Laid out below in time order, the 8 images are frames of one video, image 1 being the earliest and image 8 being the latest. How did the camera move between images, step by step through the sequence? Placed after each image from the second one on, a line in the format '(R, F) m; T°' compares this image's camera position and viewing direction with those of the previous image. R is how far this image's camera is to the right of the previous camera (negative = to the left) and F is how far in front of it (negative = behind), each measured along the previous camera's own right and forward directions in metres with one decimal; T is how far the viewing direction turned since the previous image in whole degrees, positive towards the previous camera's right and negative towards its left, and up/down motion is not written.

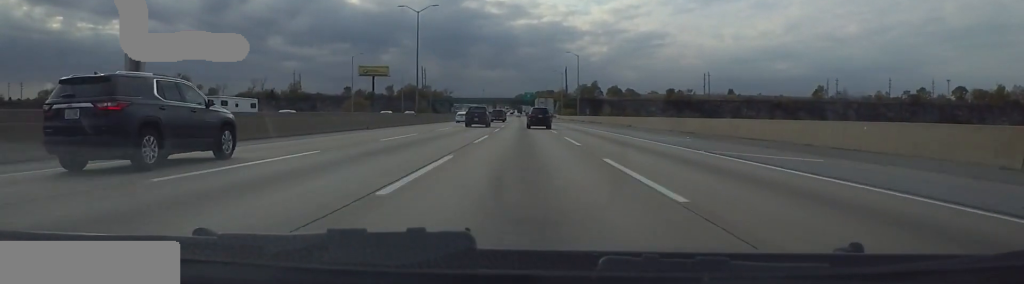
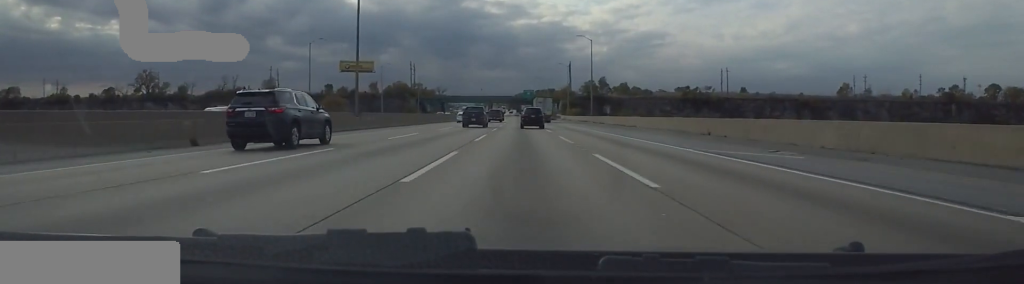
(0.0, +28.8) m; 0°
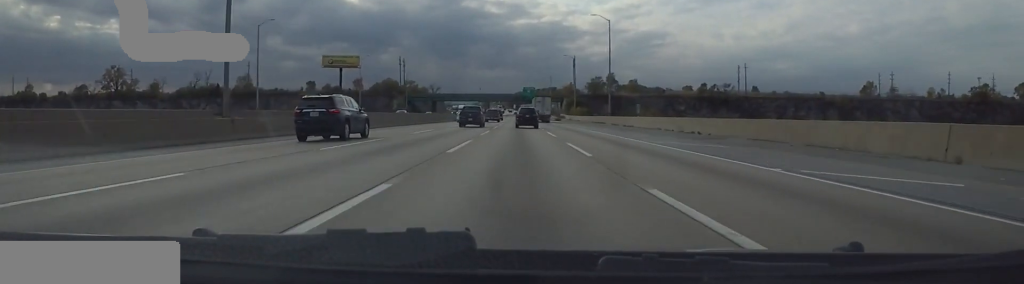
(0.0, +23.1) m; 0°
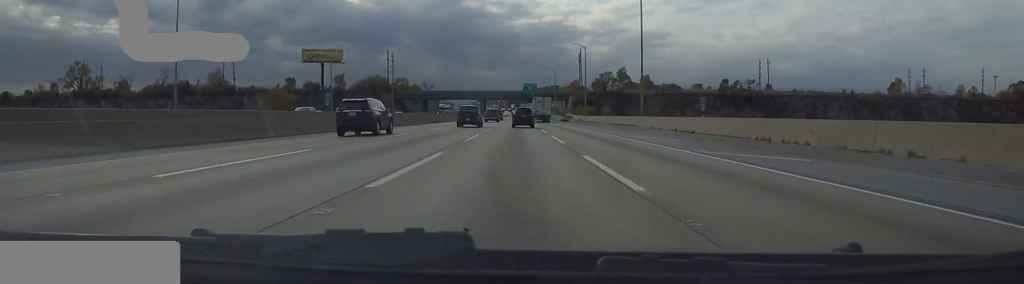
(0.0, +23.0) m; 0°
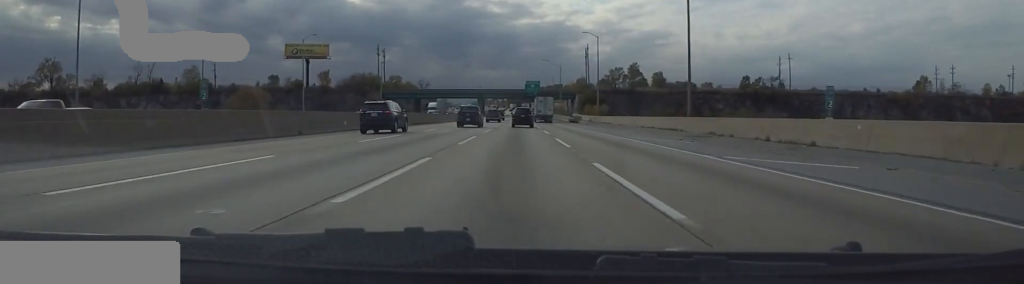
(+0.1, +17.5) m; -2°
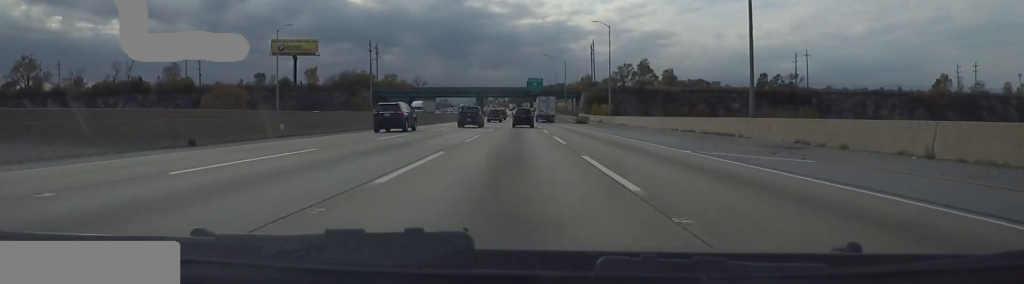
(0.0, +12.5) m; -1°
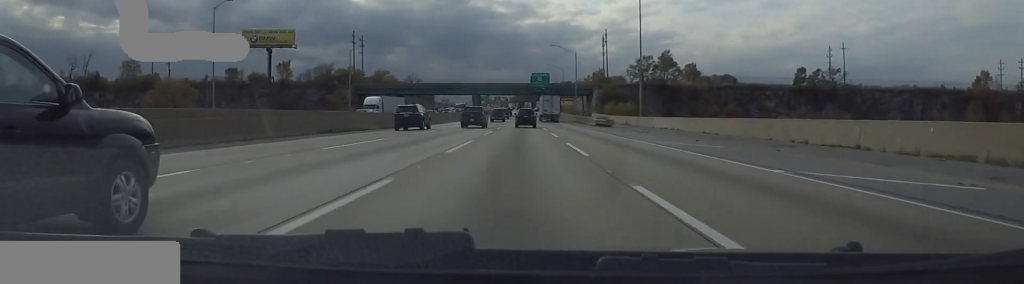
(-1.1, +22.1) m; 0°
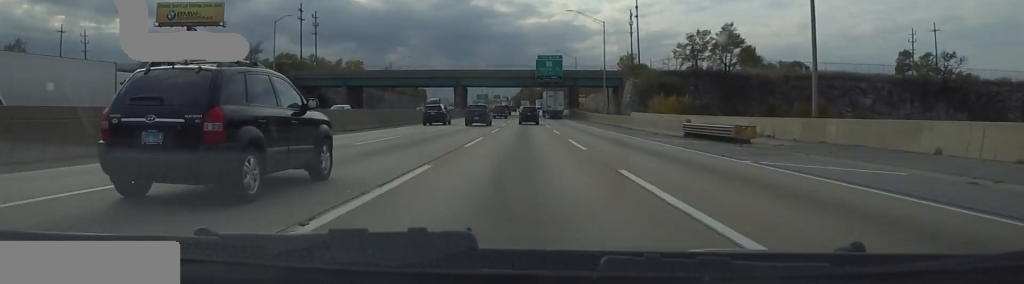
(+1.8, +42.5) m; +3°
